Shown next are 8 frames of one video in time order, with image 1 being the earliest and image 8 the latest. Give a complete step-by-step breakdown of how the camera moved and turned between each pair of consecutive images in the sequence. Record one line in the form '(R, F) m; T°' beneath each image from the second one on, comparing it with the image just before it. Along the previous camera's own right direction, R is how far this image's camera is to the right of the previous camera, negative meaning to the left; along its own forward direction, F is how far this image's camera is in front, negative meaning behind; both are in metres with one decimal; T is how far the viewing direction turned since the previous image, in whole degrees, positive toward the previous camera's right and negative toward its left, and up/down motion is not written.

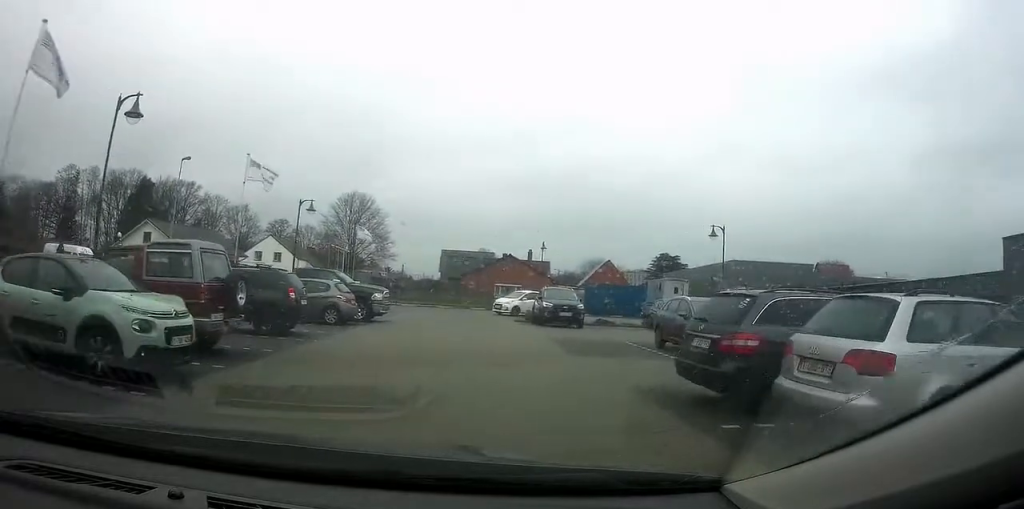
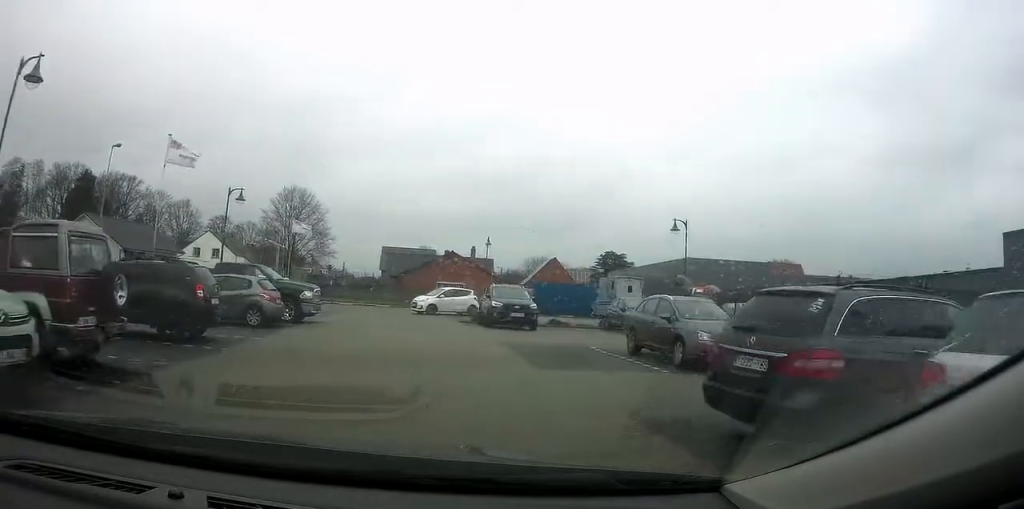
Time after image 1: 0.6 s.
(+0.2, +2.1) m; +8°
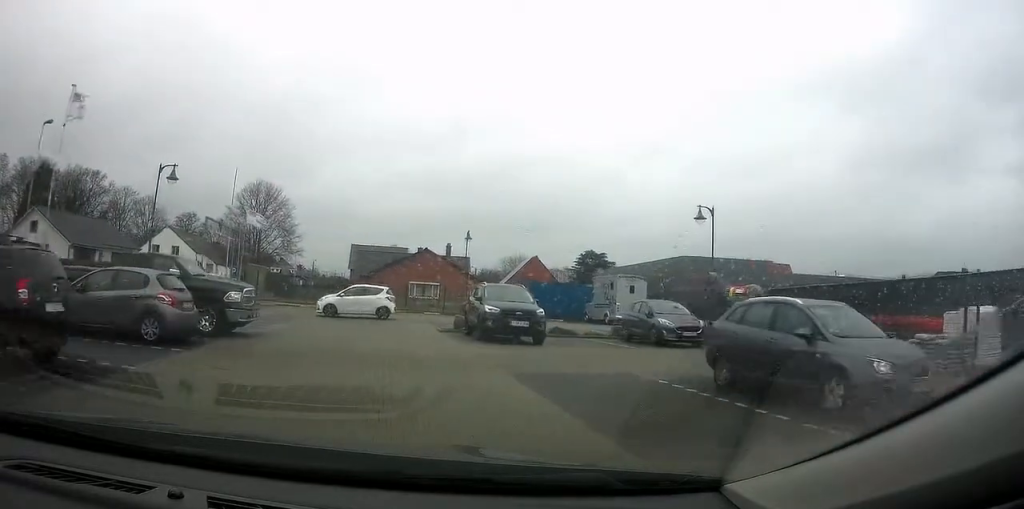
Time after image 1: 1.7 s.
(+0.7, +4.8) m; +10°
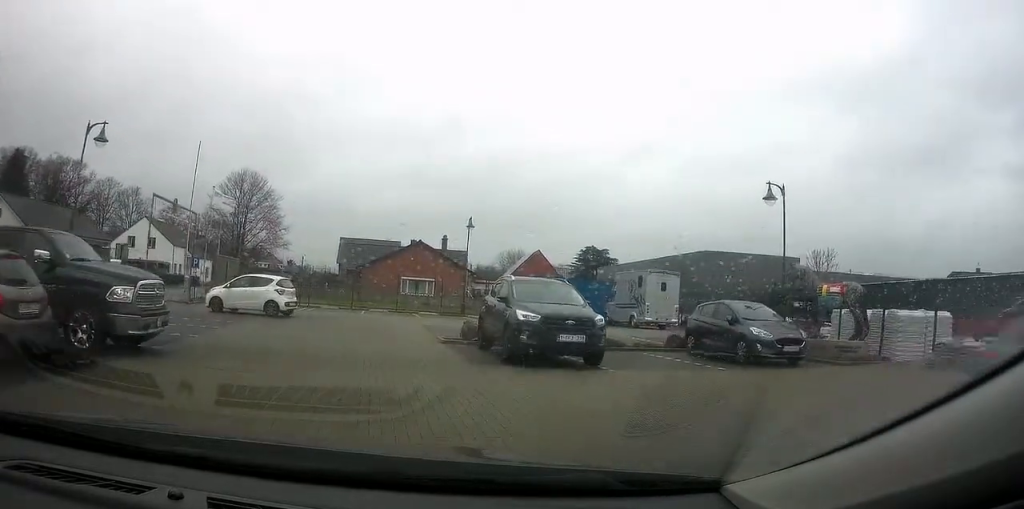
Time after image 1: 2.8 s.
(+0.2, +5.0) m; +2°
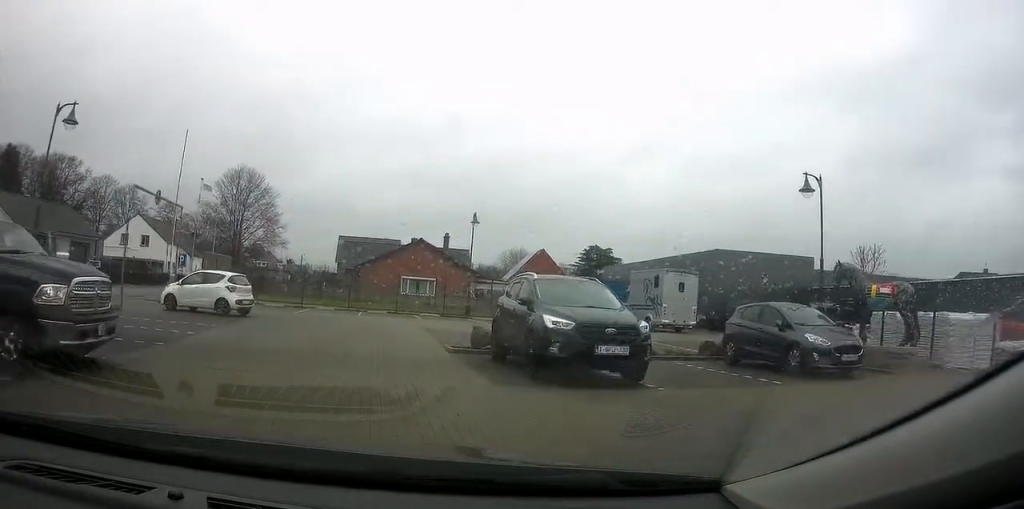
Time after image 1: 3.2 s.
(+0.1, +2.1) m; 0°
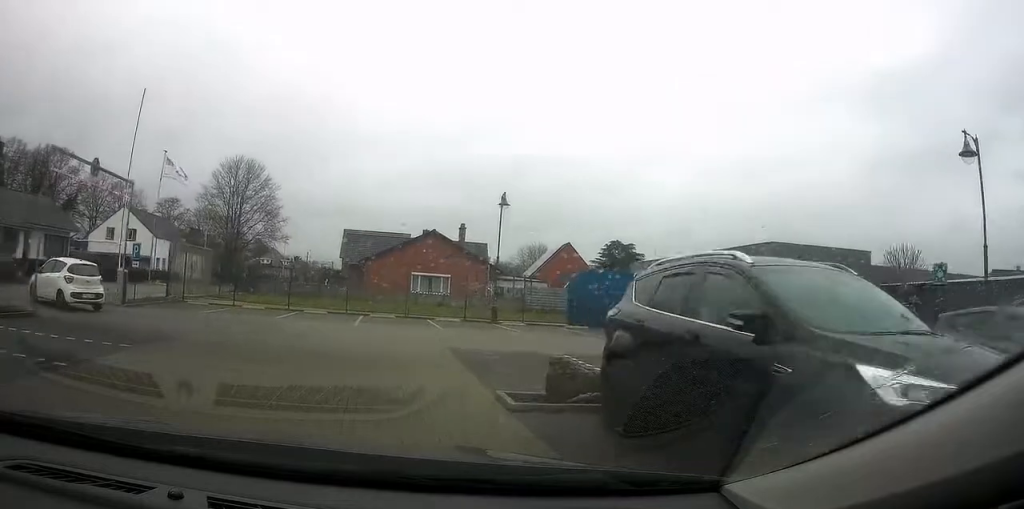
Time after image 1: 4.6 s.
(-0.1, +6.3) m; +1°
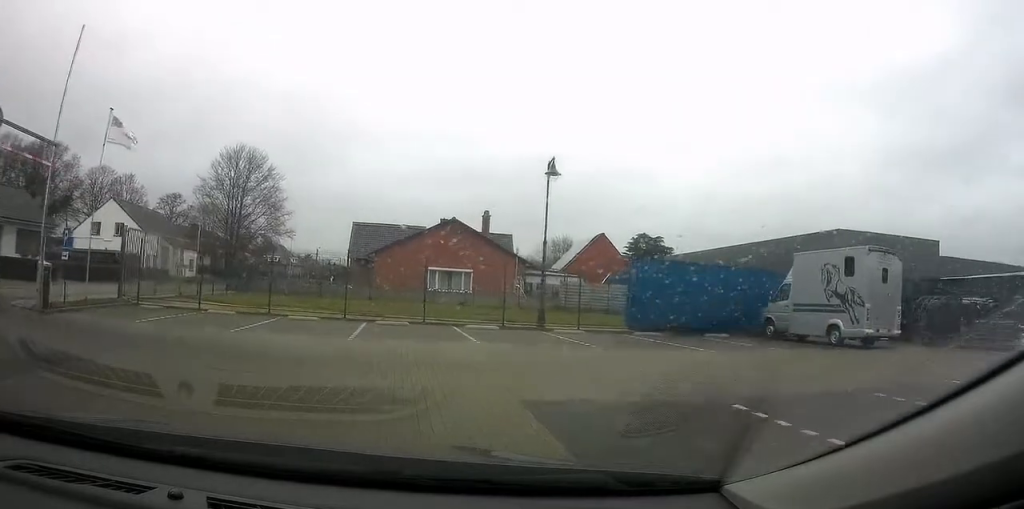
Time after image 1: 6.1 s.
(+0.2, +6.5) m; -1°
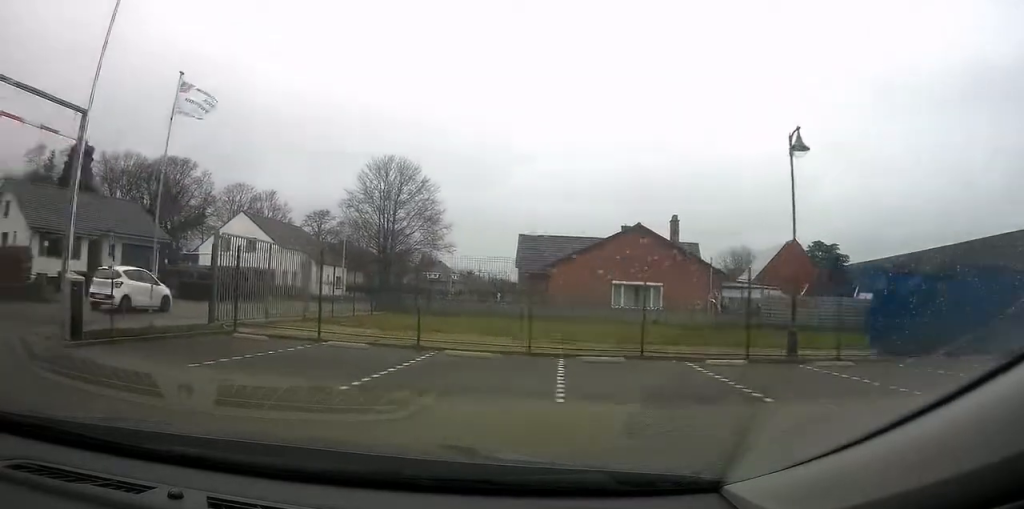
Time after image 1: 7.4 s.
(-0.4, +5.8) m; -12°
